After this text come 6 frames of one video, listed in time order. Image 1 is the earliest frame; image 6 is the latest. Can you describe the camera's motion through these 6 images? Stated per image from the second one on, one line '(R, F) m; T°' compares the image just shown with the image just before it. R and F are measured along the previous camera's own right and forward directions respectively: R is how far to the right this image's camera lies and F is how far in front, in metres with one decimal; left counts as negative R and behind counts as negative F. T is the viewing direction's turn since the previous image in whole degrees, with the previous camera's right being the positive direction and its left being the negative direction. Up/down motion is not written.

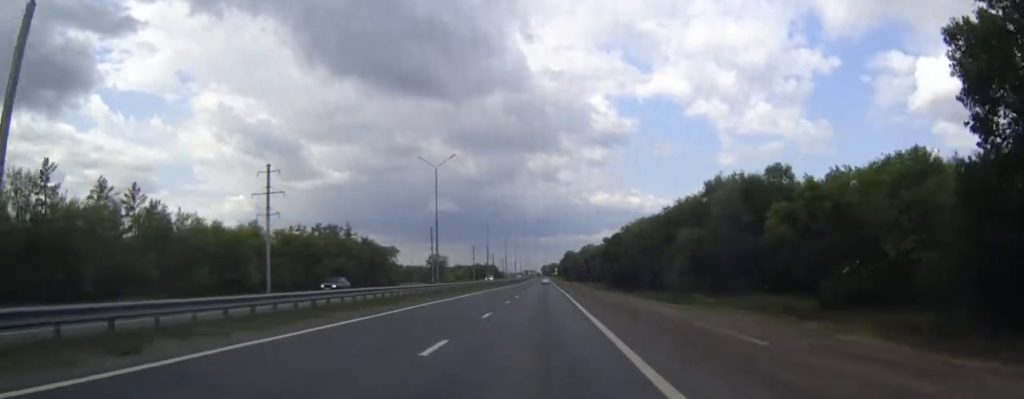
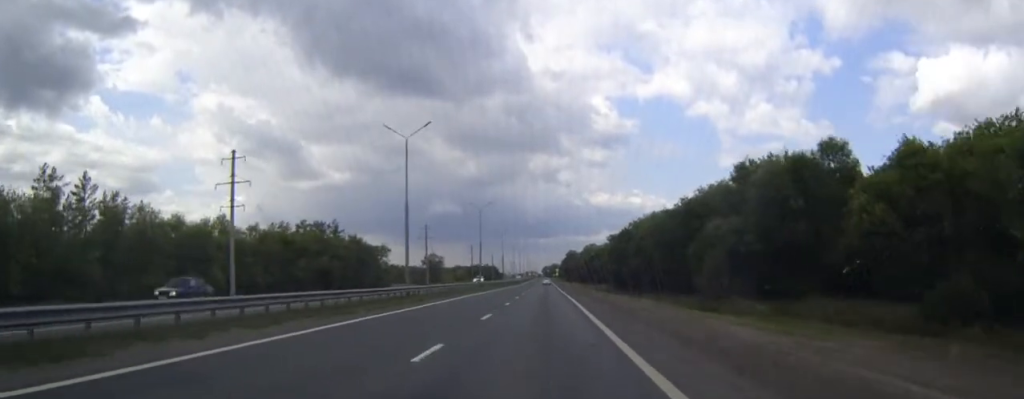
(0.0, +15.3) m; 0°
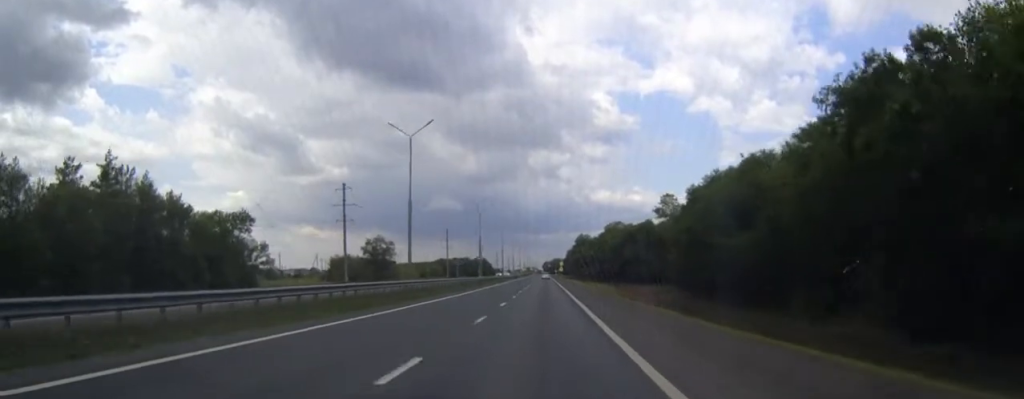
(+0.2, +86.7) m; 0°
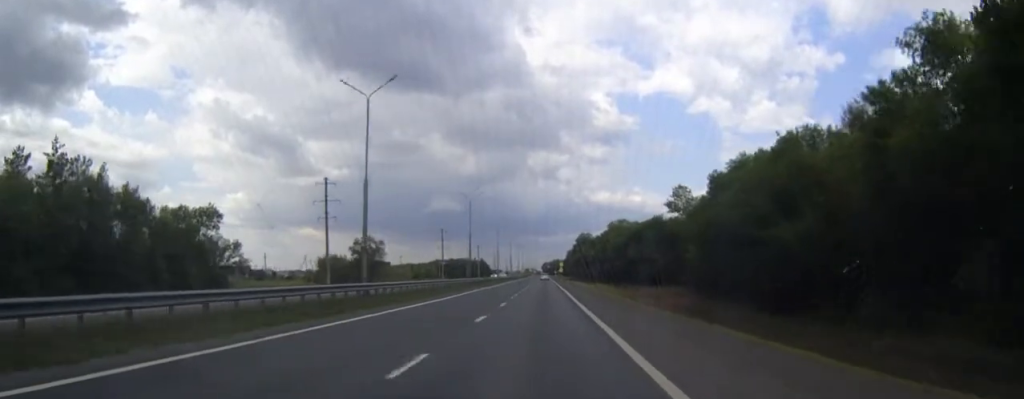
(0.0, +11.9) m; 0°
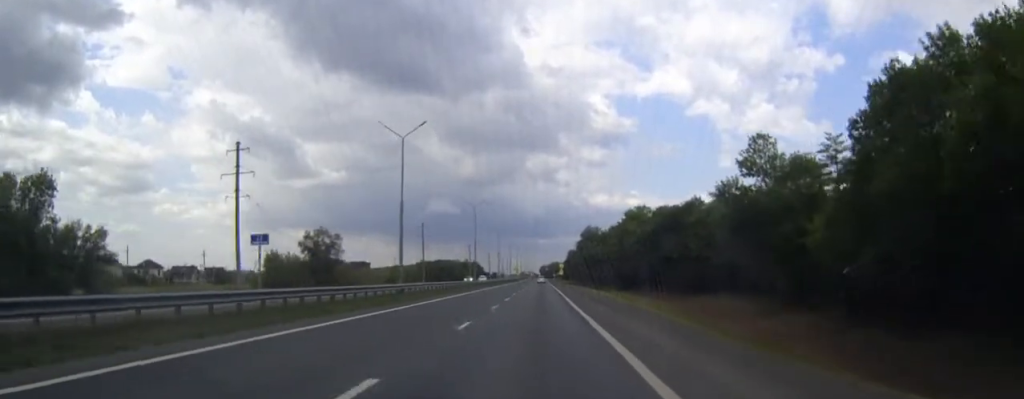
(0.0, +39.9) m; 0°
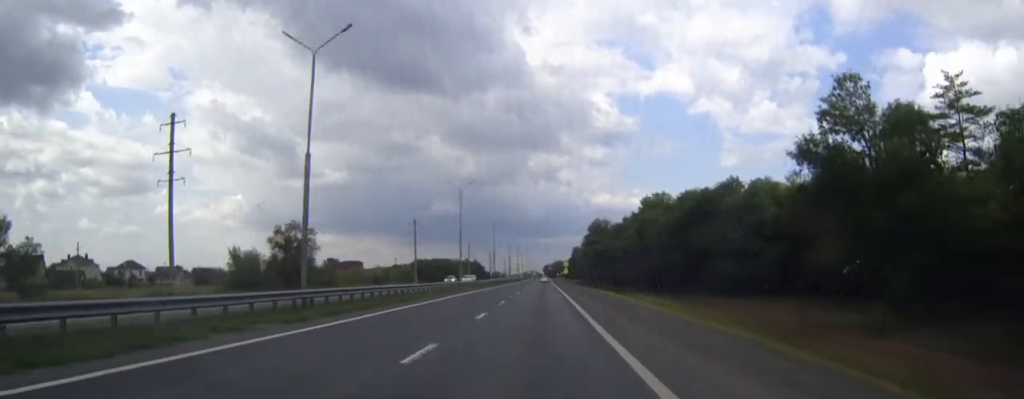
(0.0, +19.2) m; 0°
